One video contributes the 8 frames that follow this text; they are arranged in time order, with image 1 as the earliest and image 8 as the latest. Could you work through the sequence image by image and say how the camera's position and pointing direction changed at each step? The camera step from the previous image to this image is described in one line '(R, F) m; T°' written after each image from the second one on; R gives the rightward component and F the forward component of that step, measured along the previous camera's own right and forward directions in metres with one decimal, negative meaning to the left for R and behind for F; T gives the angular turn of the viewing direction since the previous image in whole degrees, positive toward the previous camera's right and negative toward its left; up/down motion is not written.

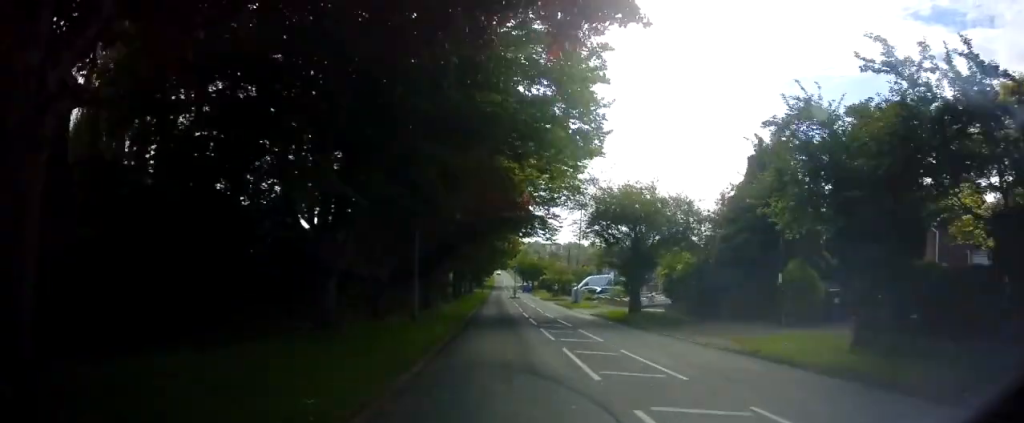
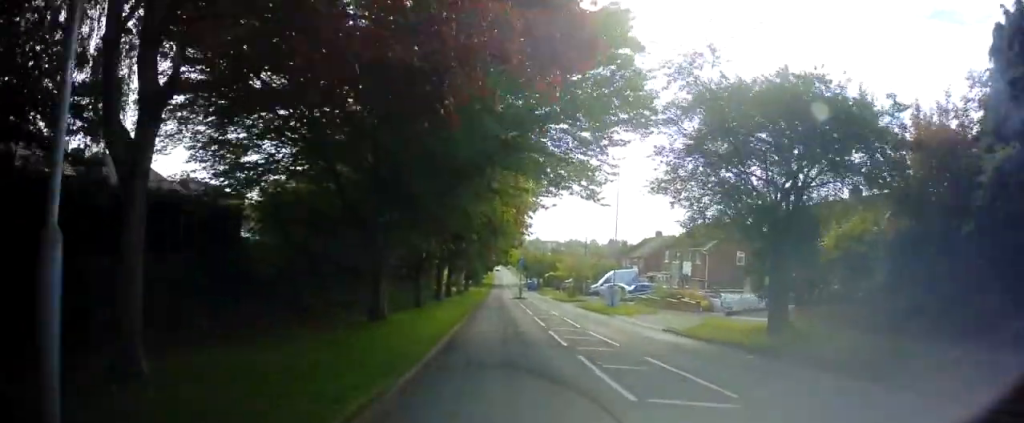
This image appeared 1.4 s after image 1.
(-0.3, +14.2) m; 0°
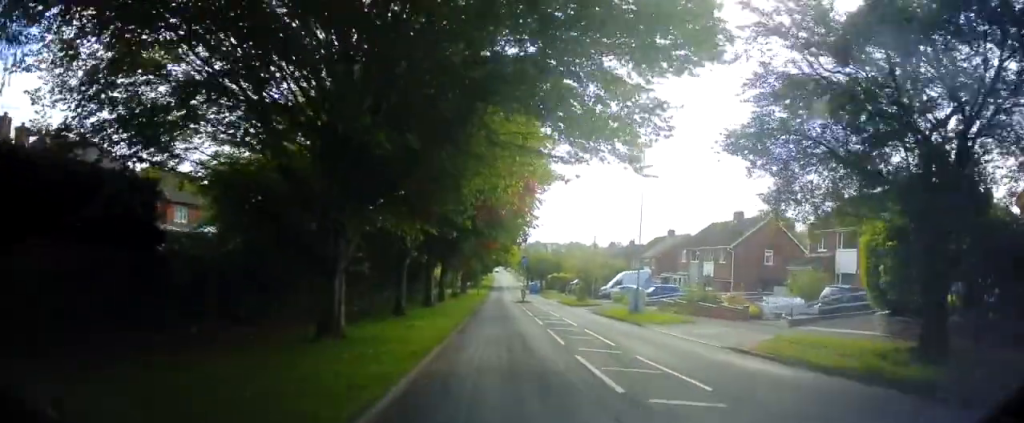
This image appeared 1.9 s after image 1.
(+0.3, +5.6) m; 0°
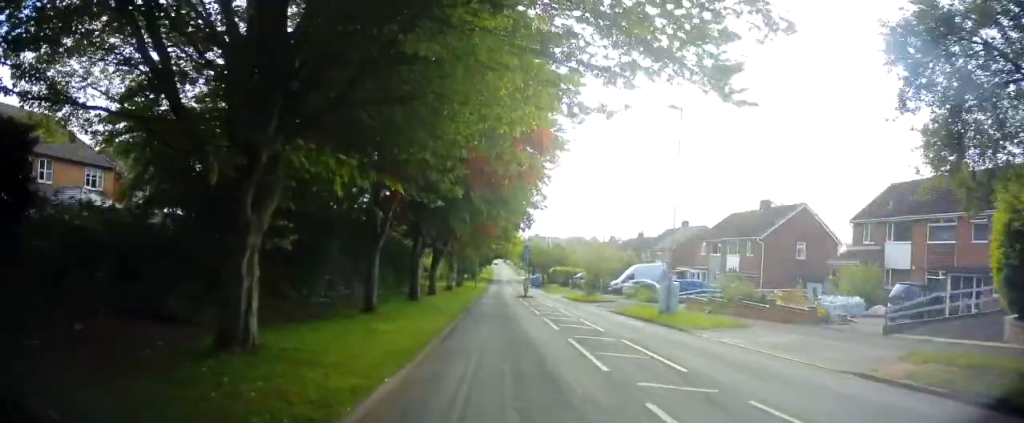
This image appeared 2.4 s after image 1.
(+0.1, +5.3) m; 0°
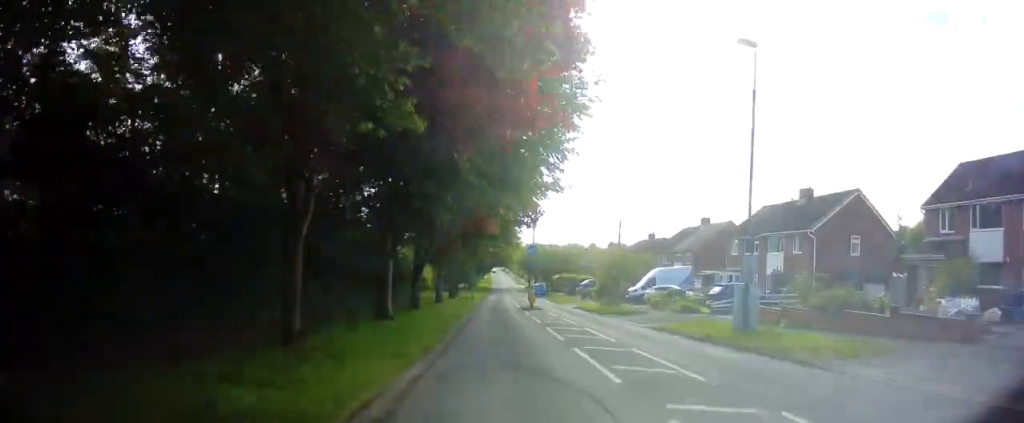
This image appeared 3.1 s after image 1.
(-0.4, +7.2) m; 0°
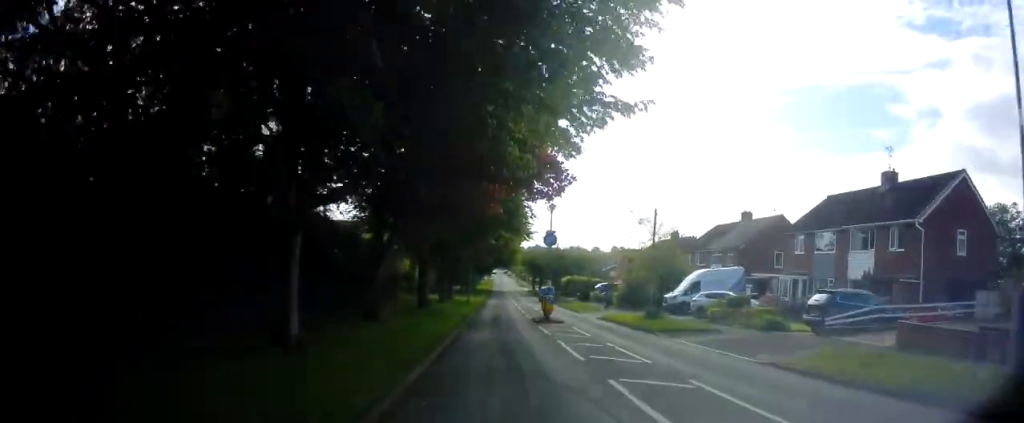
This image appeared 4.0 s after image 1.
(+0.3, +9.7) m; 0°
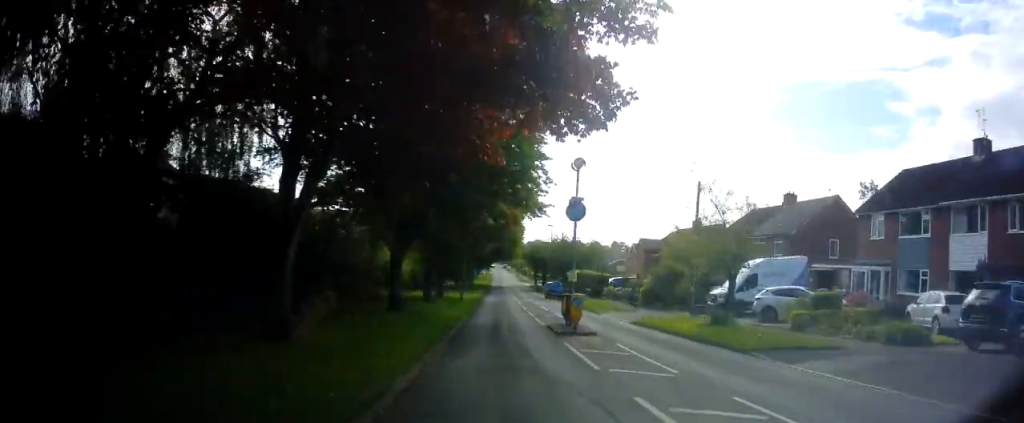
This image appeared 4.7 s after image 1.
(-0.1, +8.0) m; 0°
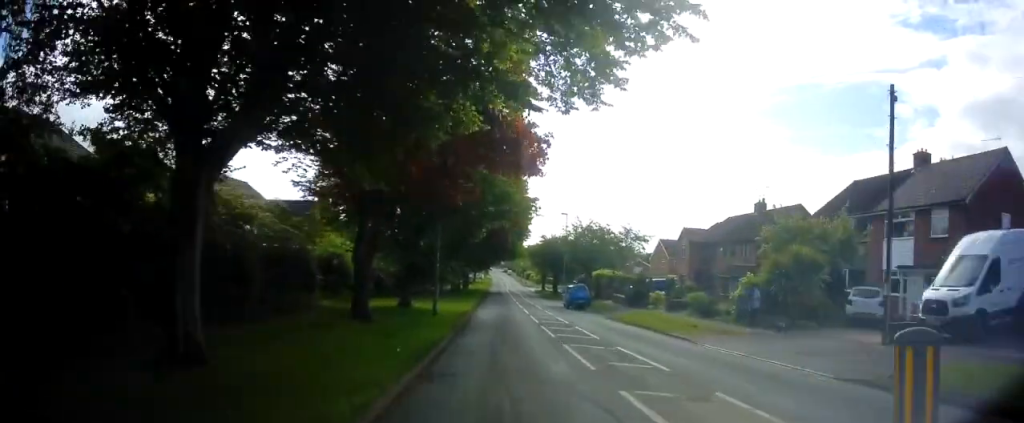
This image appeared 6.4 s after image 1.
(+0.4, +16.0) m; +3°
